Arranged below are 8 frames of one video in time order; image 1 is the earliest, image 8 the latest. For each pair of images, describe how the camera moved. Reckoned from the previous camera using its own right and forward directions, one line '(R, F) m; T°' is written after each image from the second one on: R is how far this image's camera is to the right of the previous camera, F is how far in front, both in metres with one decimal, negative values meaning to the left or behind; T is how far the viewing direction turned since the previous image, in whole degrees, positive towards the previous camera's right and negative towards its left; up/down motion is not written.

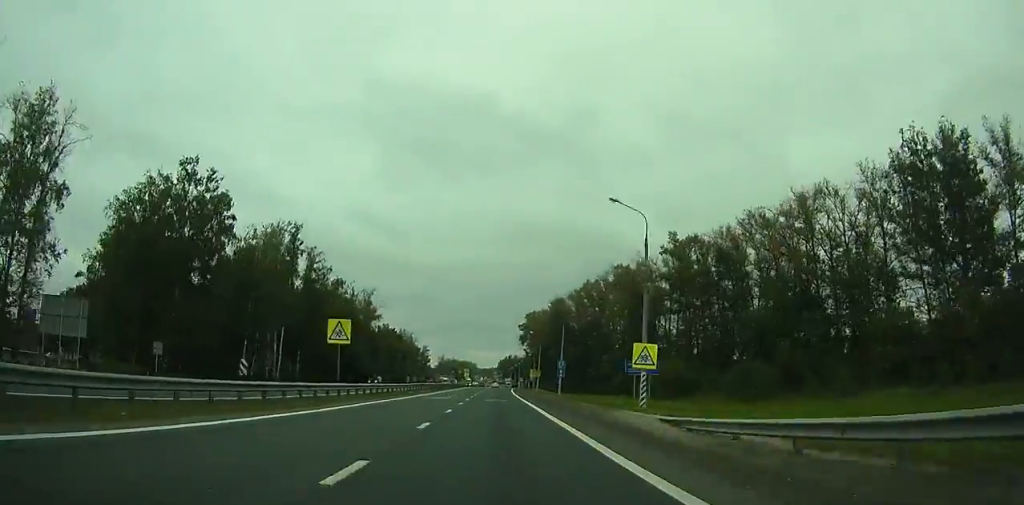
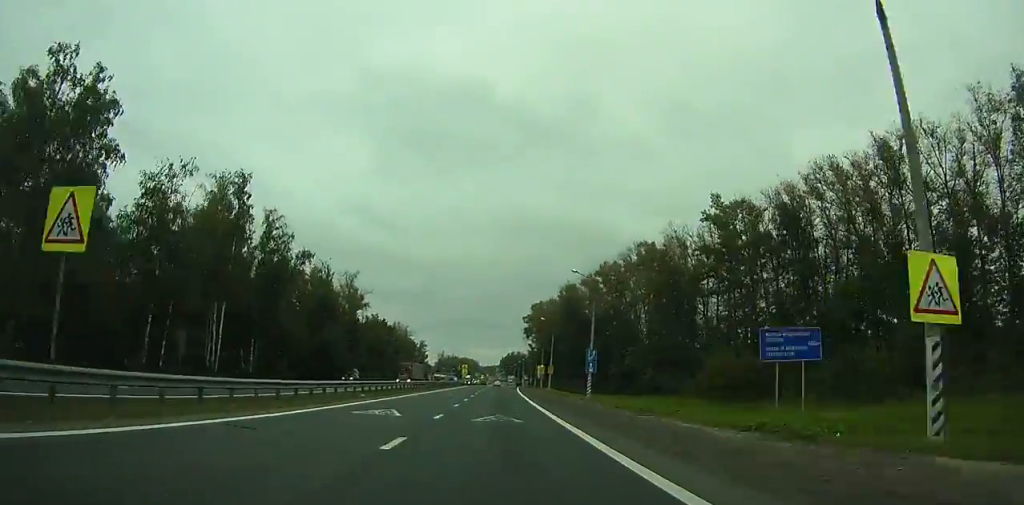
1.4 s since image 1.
(+0.7, +19.4) m; +2°
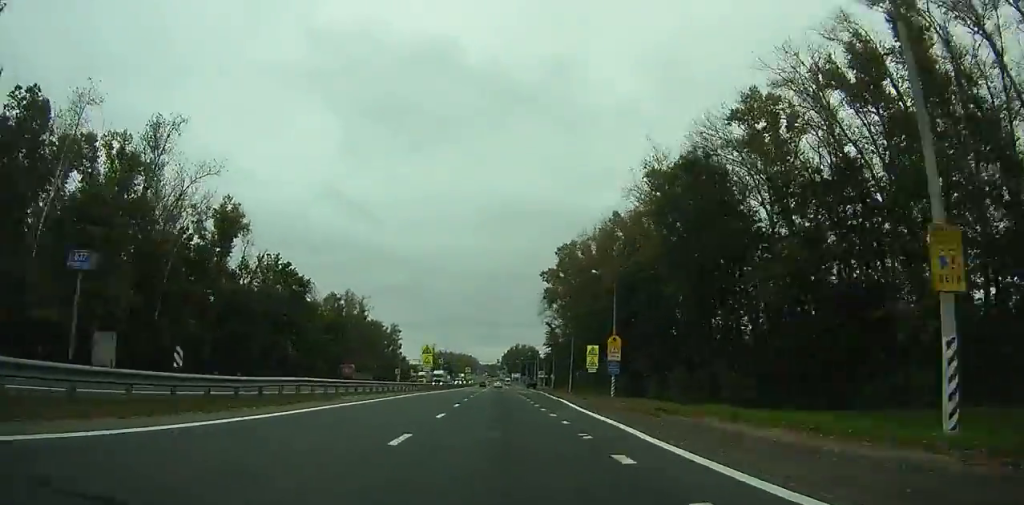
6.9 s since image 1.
(+0.7, +73.1) m; +2°
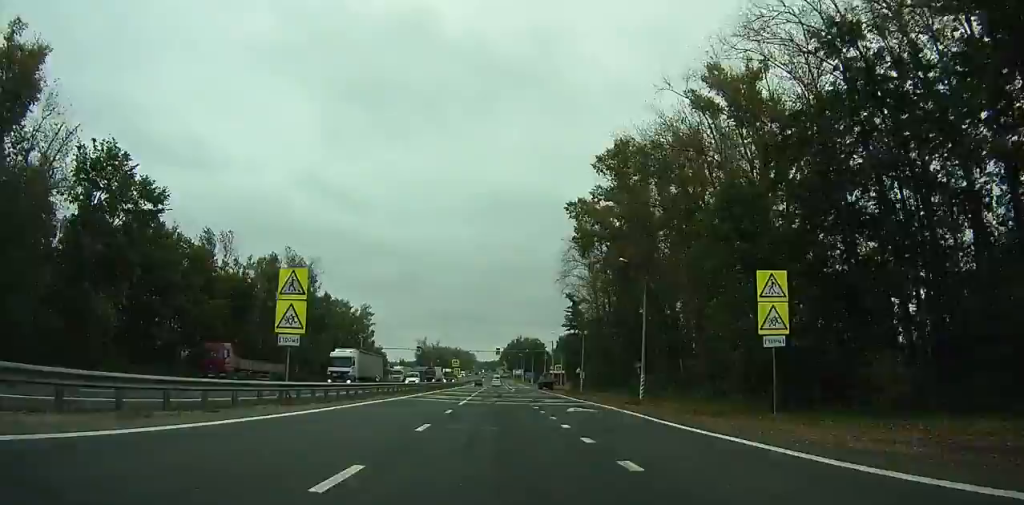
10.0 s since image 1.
(+1.0, +47.6) m; 0°
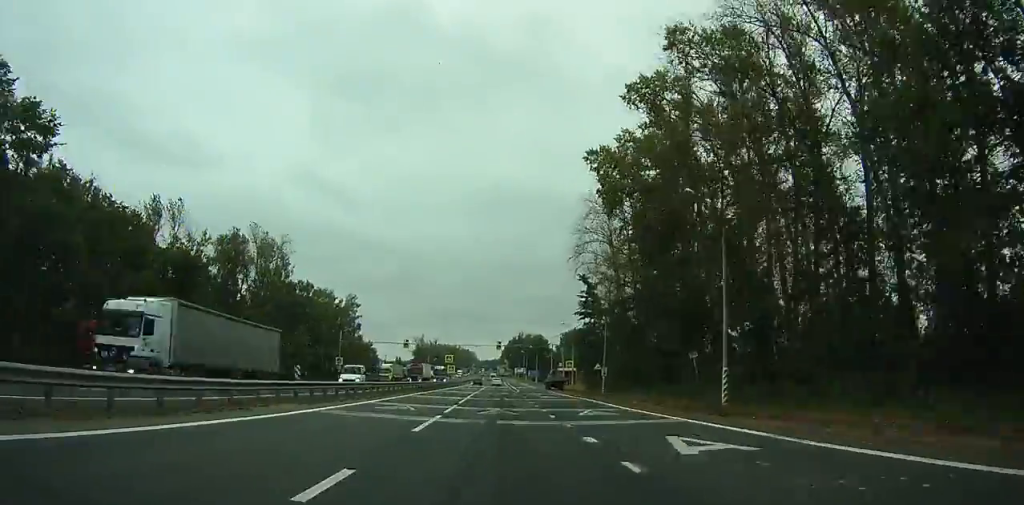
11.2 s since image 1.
(-0.6, +18.7) m; 0°
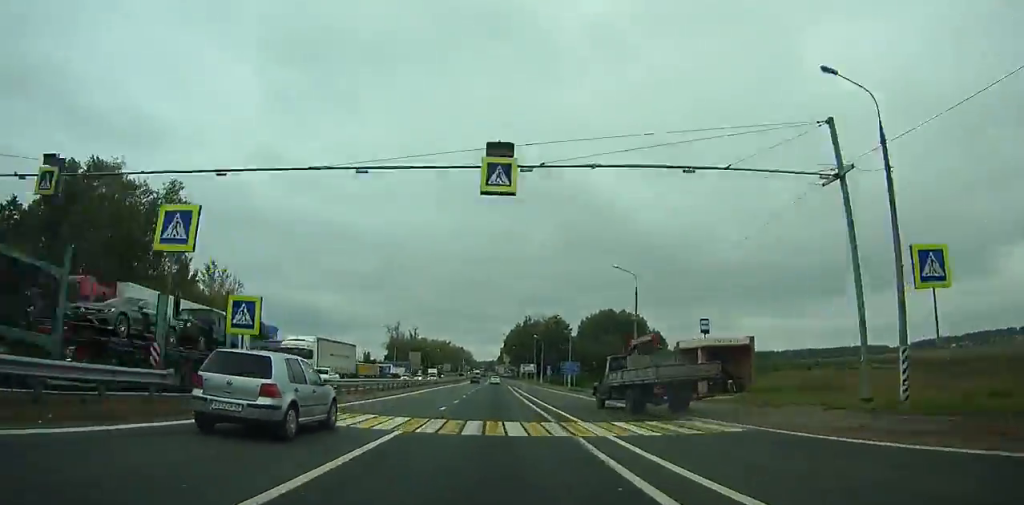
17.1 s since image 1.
(-0.6, +89.7) m; 0°
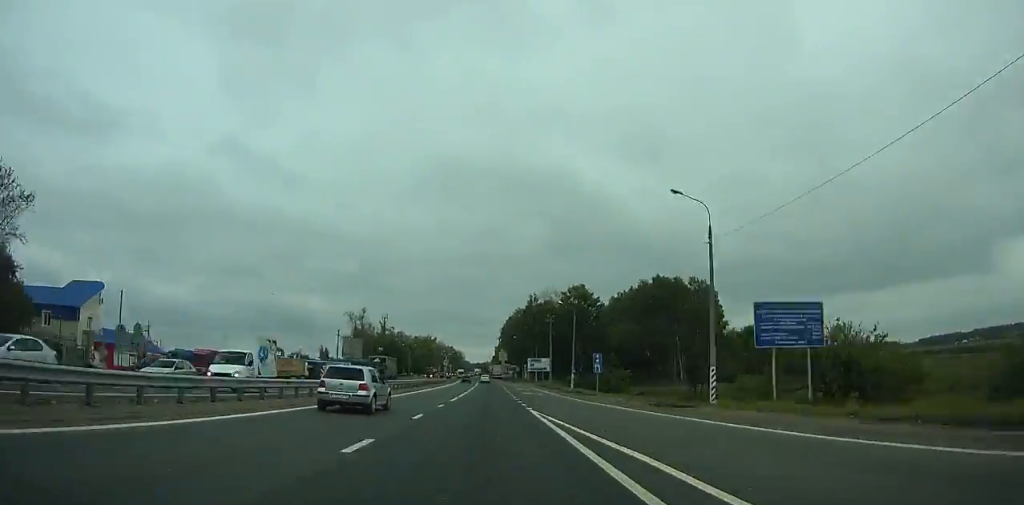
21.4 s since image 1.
(-0.2, +63.5) m; 0°
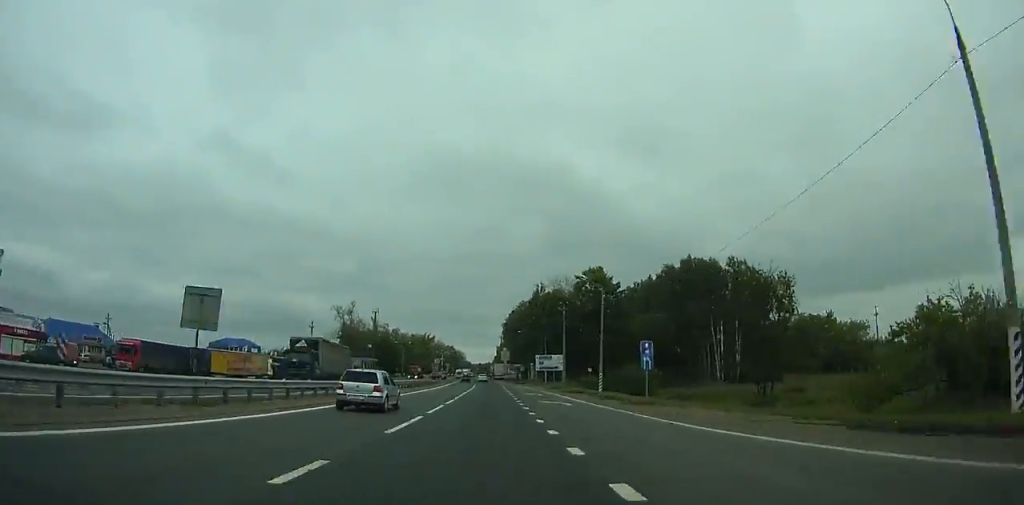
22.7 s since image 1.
(0.0, +19.0) m; 0°
